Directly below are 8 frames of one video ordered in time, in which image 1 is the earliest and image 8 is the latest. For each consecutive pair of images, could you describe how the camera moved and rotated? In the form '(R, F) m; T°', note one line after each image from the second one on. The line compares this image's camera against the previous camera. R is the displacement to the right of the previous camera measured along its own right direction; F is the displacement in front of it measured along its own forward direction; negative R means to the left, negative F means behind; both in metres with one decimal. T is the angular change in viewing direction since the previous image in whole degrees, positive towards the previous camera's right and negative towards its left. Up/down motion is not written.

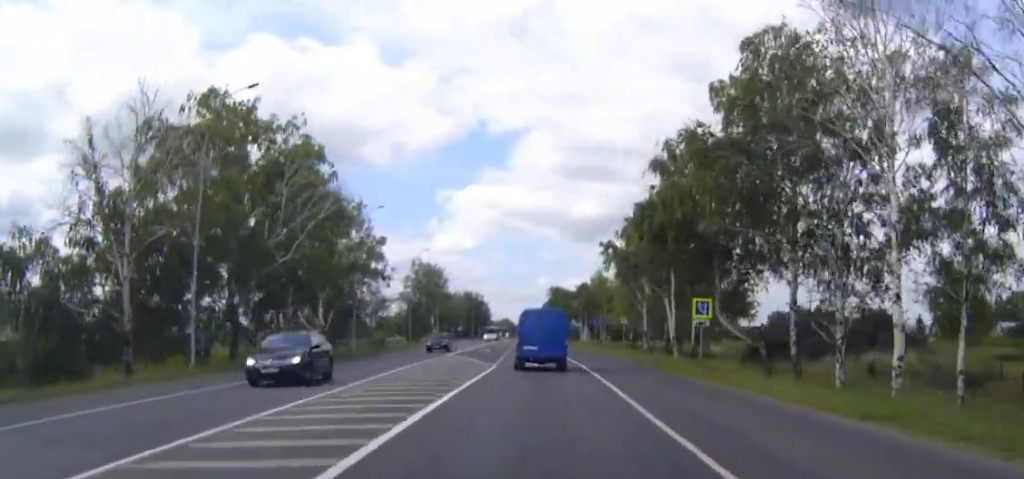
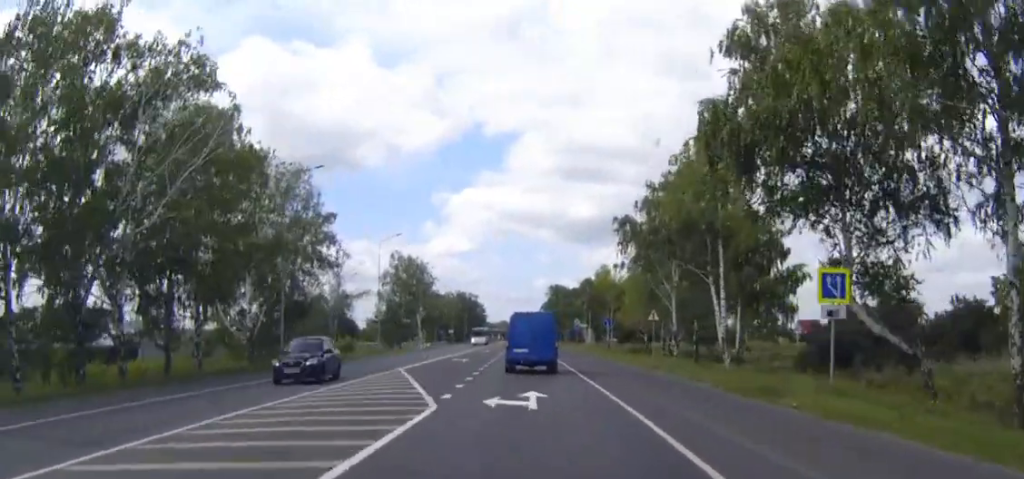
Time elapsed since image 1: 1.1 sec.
(0.0, +19.1) m; 0°
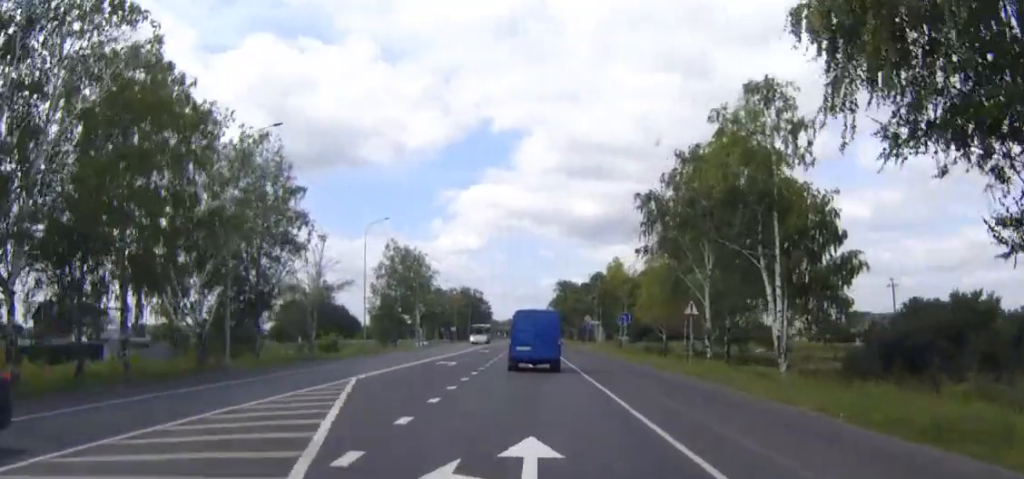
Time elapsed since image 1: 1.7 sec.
(0.0, +10.1) m; 0°
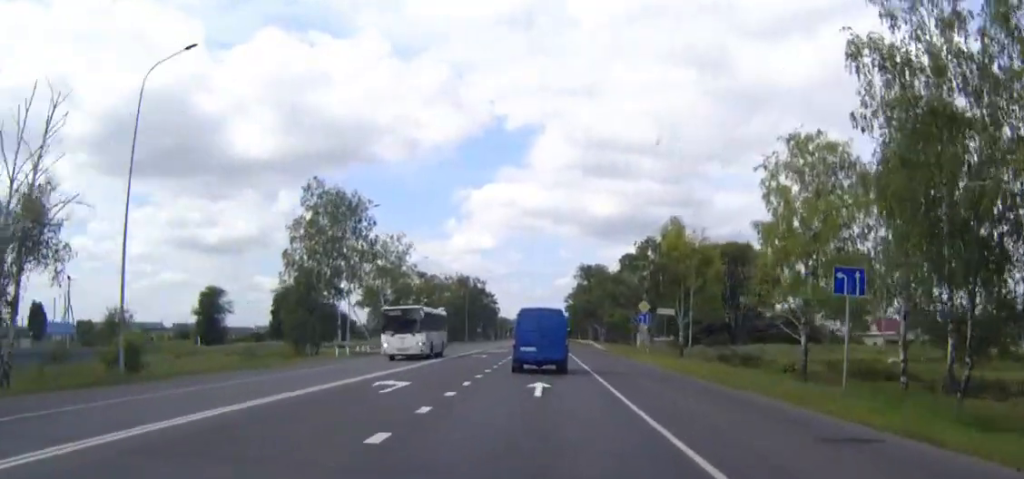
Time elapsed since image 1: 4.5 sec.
(-0.5, +46.6) m; -1°
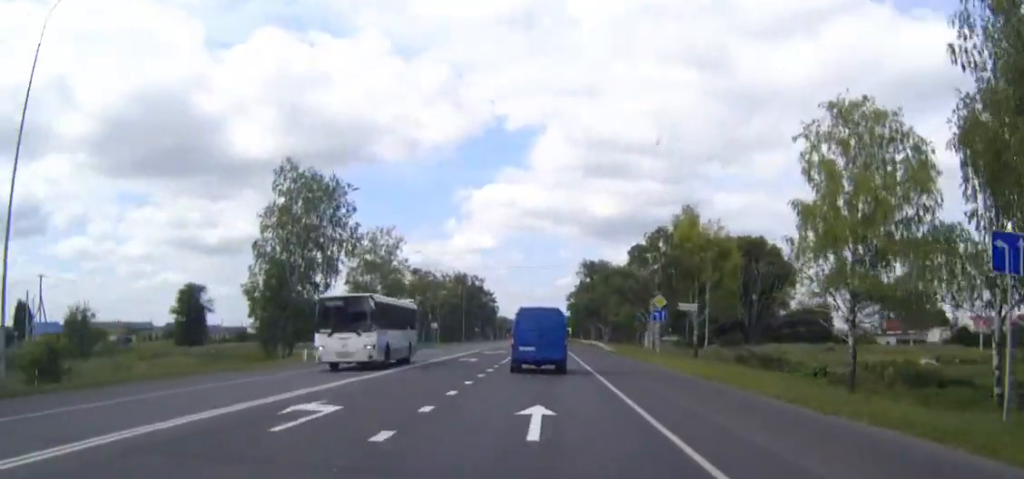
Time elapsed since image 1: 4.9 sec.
(0.0, +8.0) m; 0°
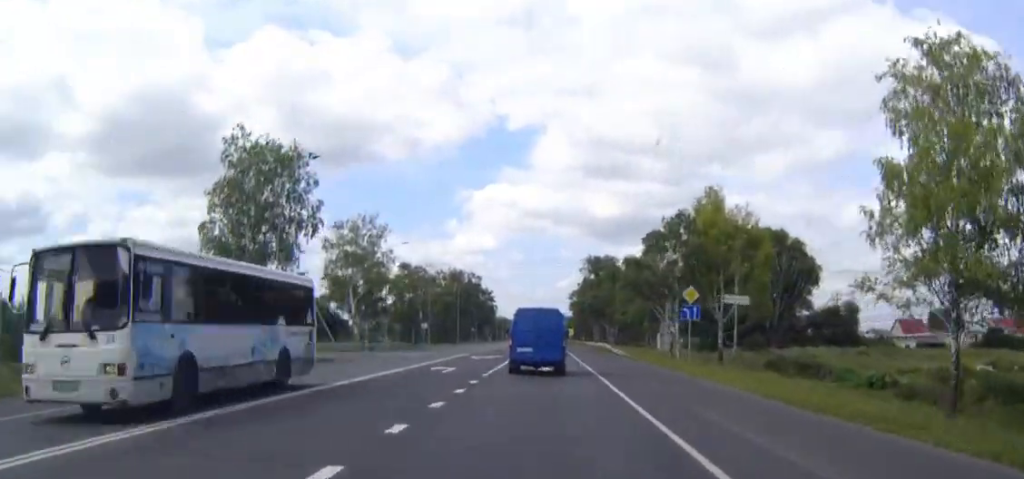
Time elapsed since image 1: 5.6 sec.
(0.0, +11.2) m; 0°
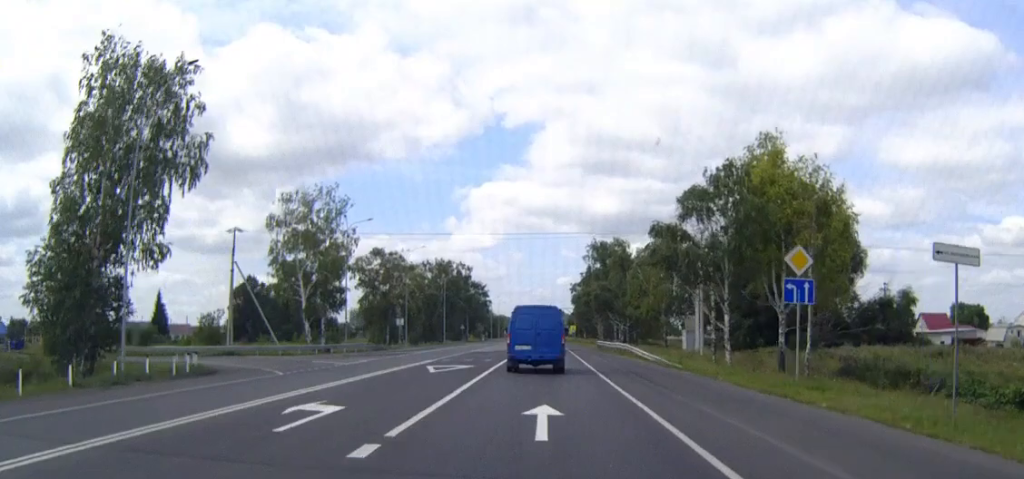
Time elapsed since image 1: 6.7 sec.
(0.0, +18.8) m; 0°
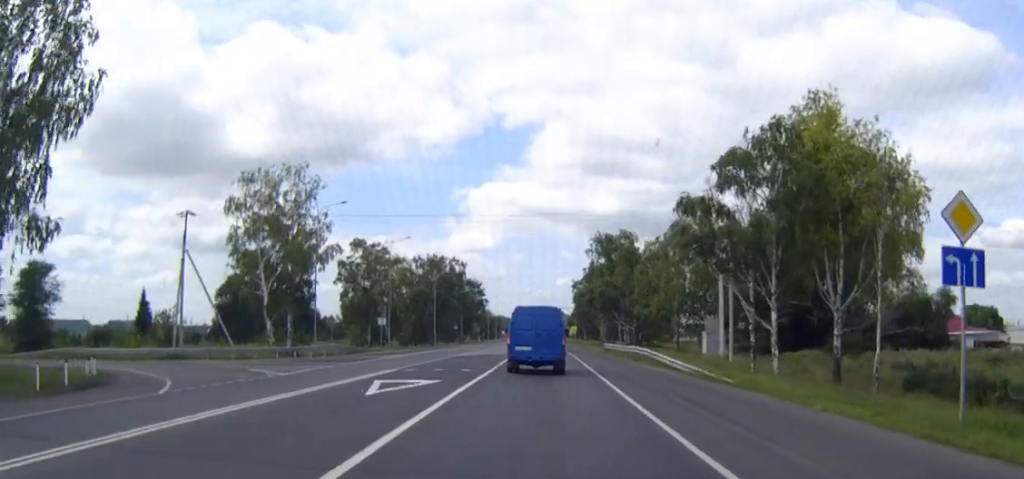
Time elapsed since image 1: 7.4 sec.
(0.0, +10.2) m; 0°
